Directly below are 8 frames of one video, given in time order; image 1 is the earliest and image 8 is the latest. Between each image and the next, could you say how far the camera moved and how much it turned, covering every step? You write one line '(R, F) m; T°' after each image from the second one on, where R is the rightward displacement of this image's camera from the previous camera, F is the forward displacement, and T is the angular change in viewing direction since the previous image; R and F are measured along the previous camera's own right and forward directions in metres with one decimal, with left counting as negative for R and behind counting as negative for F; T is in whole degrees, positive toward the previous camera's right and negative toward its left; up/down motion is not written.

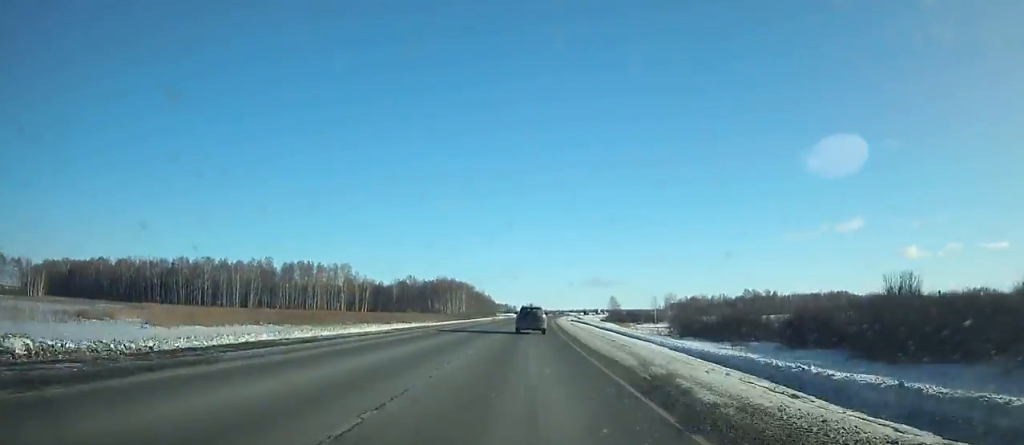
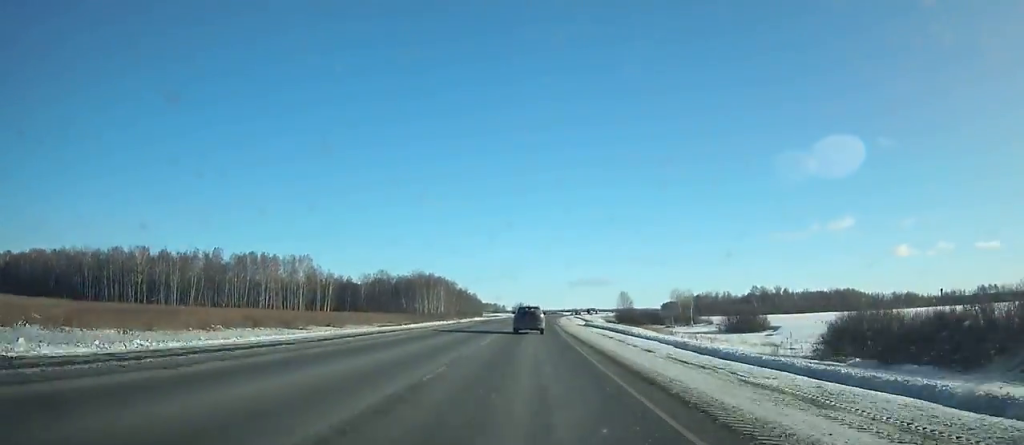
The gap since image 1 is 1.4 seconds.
(+0.1, +38.8) m; +1°
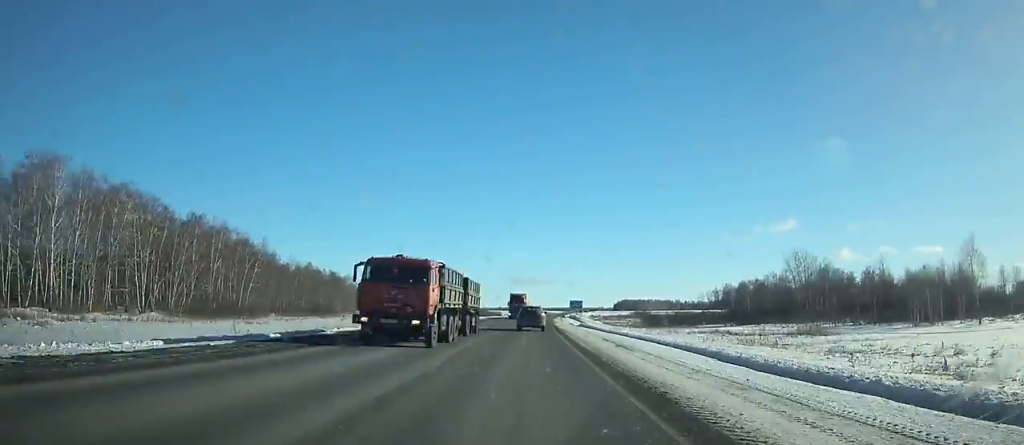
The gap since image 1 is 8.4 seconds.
(+10.8, +206.6) m; +6°
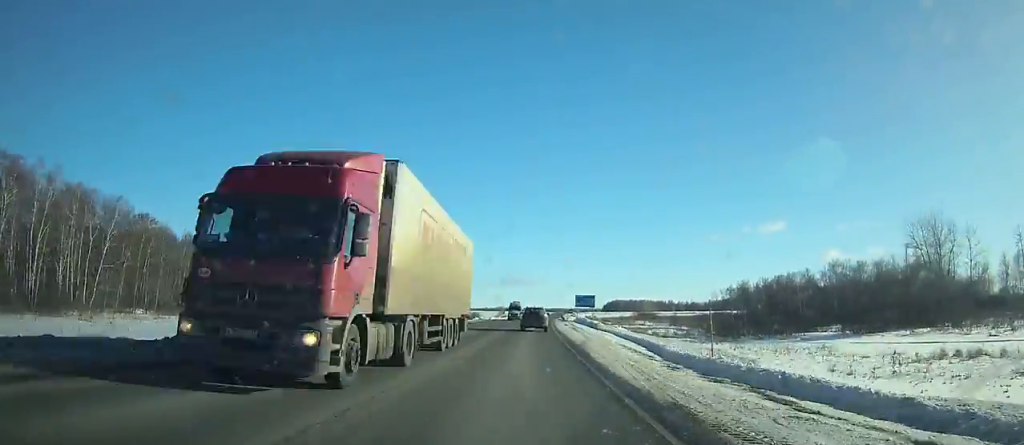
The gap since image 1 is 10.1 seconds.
(+0.5, +52.1) m; +1°
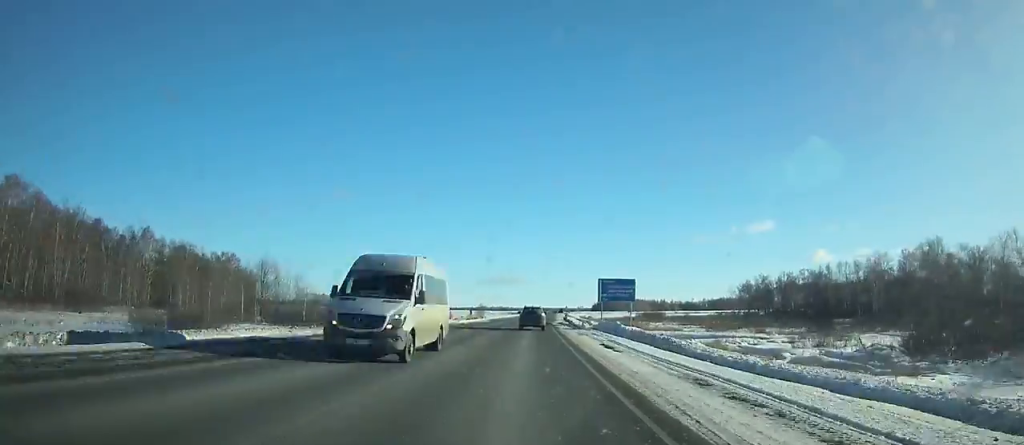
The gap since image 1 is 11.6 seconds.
(+0.7, +44.4) m; +1°
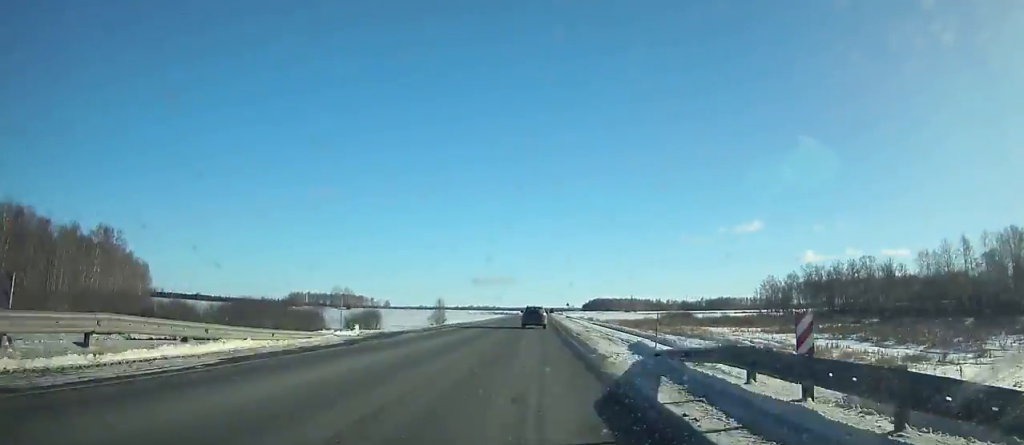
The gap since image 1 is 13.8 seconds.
(+0.8, +63.9) m; +1°
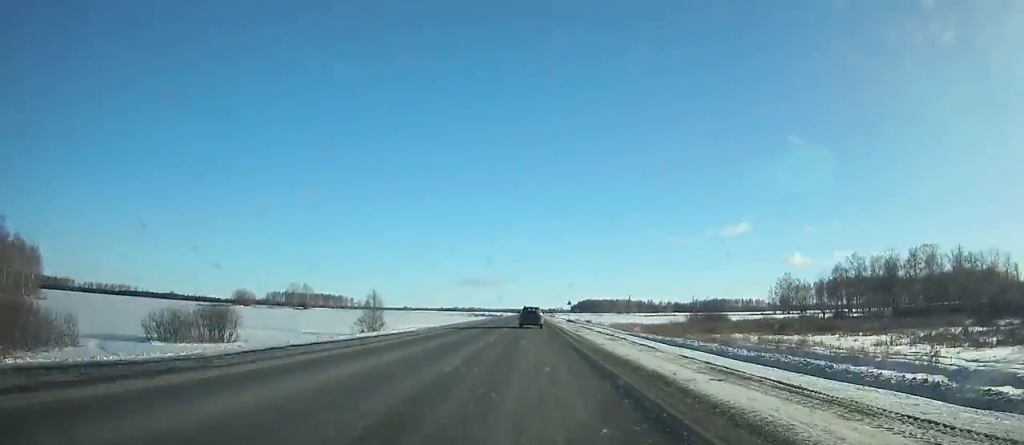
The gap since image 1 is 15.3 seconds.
(+0.5, +42.3) m; +1°
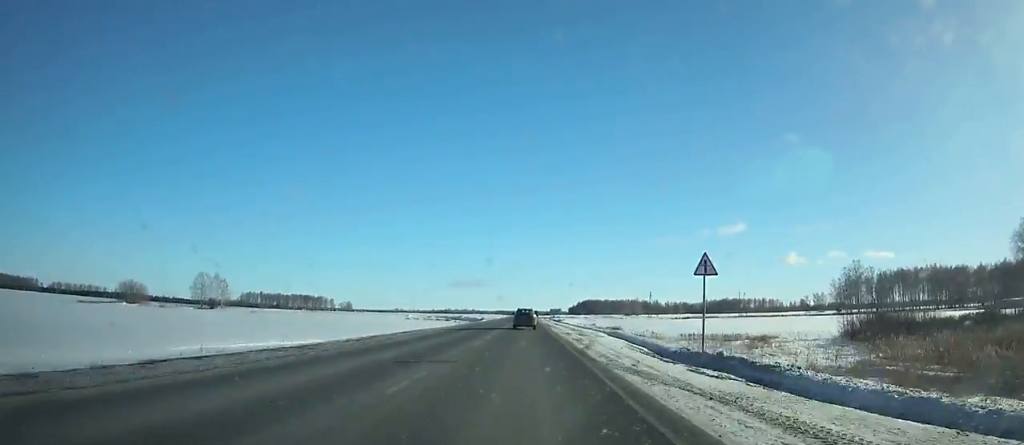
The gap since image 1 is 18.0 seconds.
(+0.7, +73.7) m; +1°
